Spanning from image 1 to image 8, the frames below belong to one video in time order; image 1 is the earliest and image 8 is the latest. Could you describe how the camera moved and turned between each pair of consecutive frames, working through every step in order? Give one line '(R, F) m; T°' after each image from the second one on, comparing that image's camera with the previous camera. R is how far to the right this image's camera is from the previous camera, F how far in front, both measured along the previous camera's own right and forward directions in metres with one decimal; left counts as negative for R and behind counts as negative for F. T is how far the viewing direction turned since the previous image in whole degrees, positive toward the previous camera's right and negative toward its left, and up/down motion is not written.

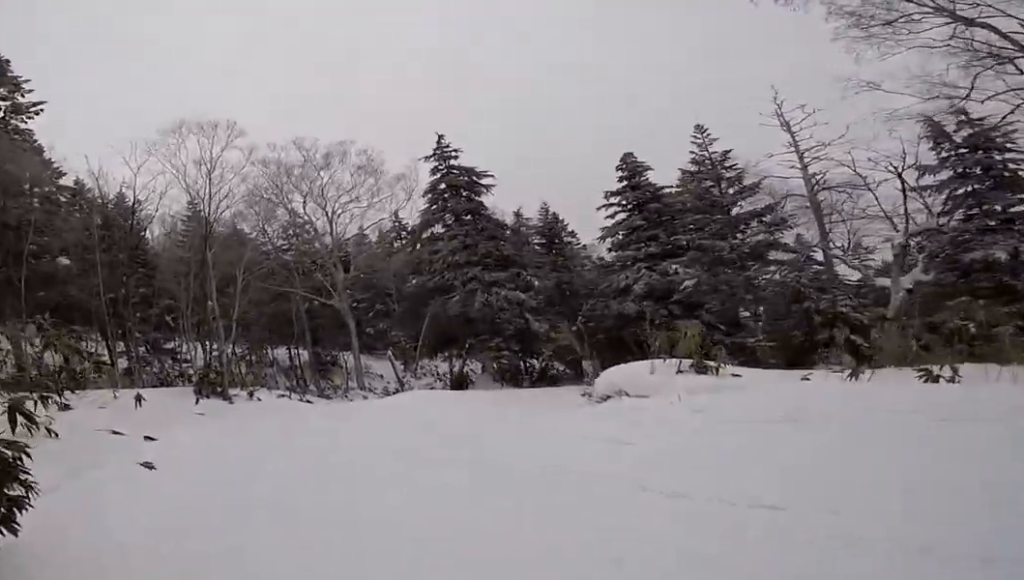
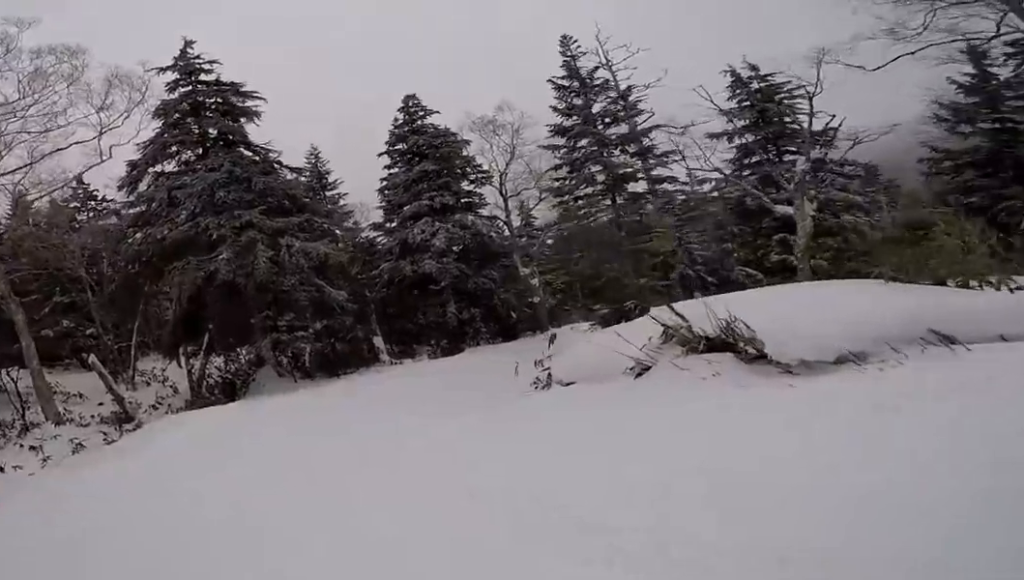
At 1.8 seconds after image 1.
(+2.1, +10.1) m; +41°
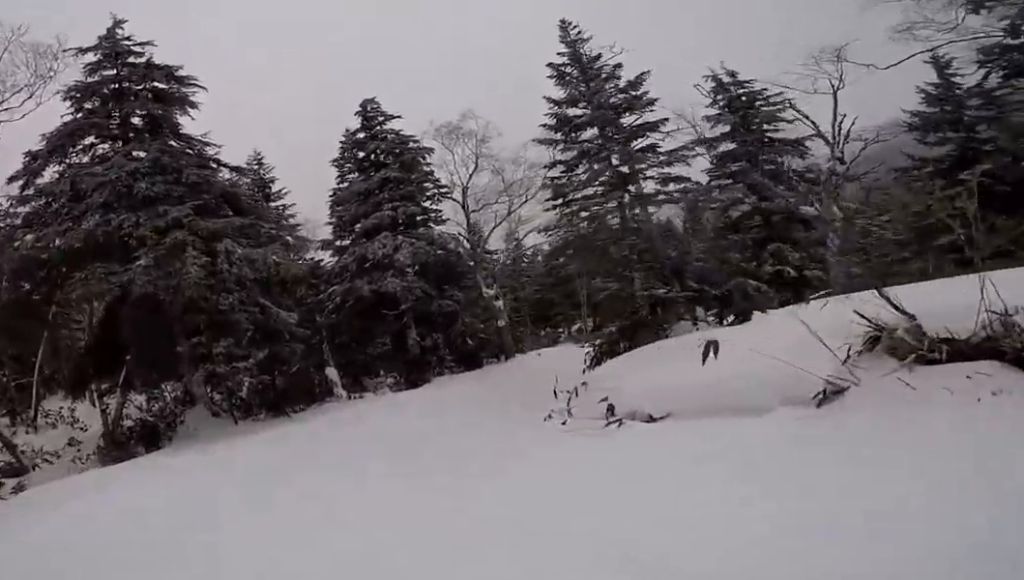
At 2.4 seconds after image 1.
(+1.4, +3.9) m; +20°
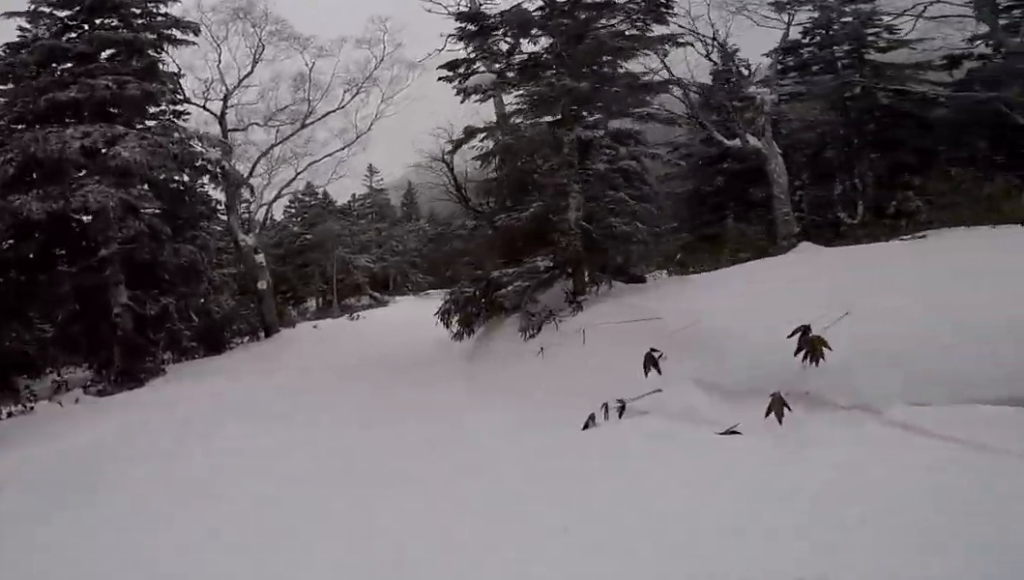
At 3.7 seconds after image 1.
(+2.9, +8.5) m; +26°
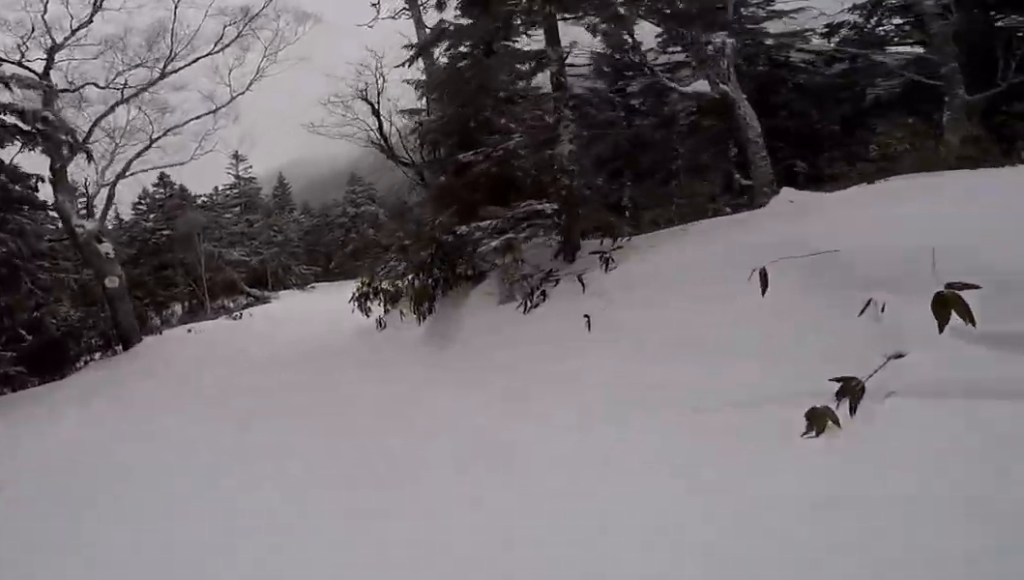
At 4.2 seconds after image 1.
(+0.1, +3.2) m; +4°
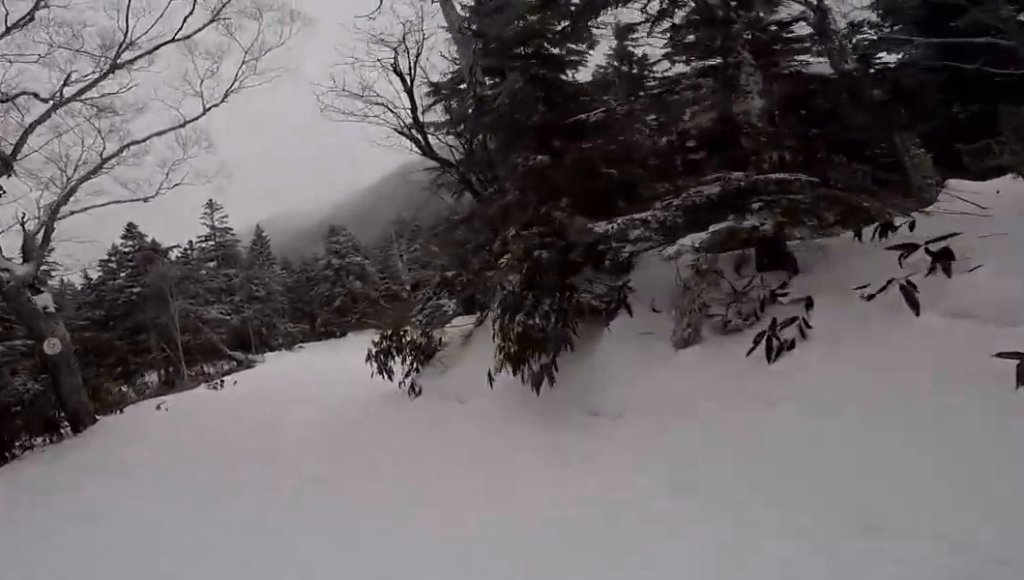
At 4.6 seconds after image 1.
(-0.1, +3.4) m; +3°
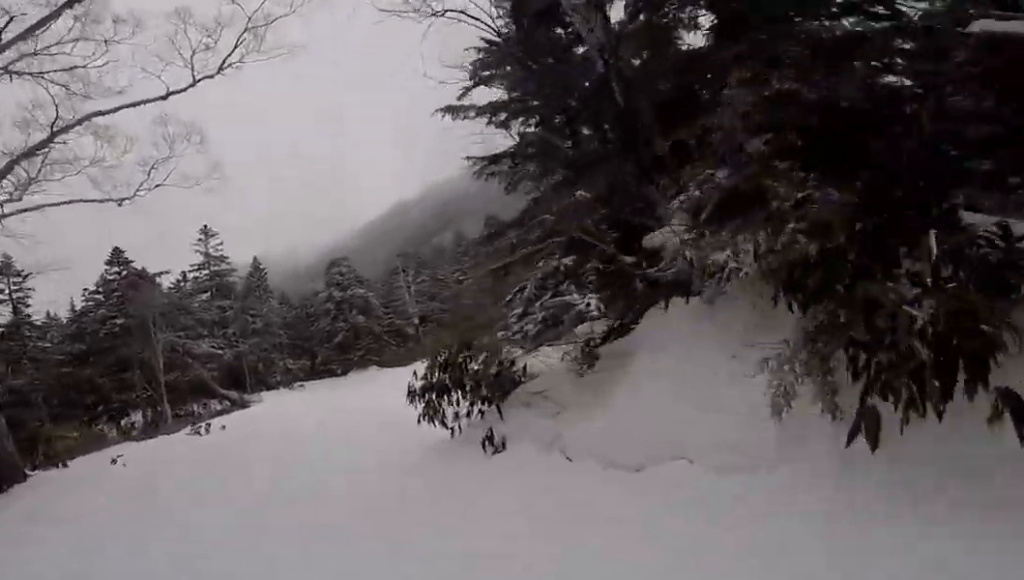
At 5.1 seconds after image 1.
(+0.1, +3.1) m; +3°
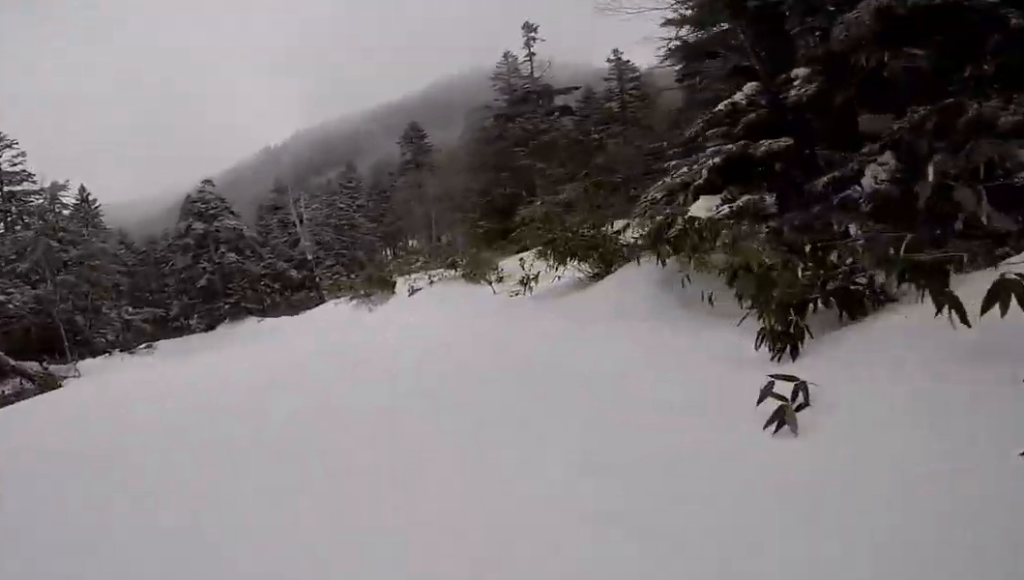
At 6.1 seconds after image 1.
(+0.8, +7.5) m; +1°
